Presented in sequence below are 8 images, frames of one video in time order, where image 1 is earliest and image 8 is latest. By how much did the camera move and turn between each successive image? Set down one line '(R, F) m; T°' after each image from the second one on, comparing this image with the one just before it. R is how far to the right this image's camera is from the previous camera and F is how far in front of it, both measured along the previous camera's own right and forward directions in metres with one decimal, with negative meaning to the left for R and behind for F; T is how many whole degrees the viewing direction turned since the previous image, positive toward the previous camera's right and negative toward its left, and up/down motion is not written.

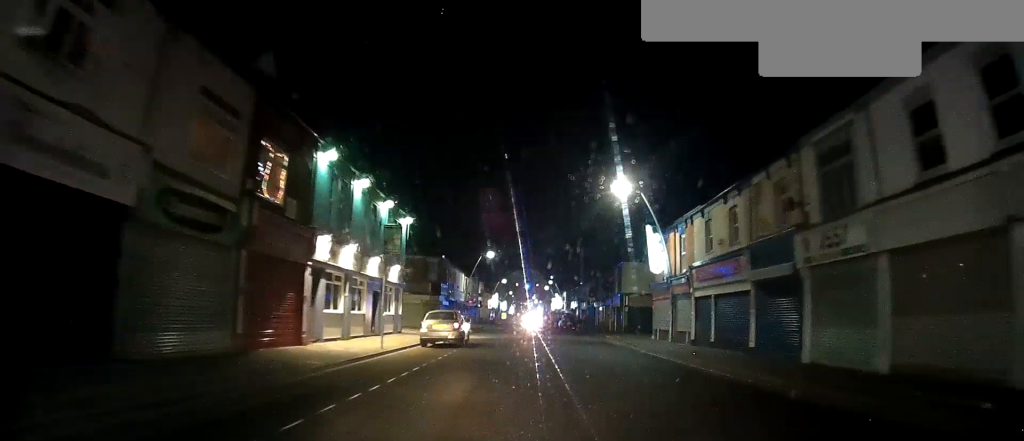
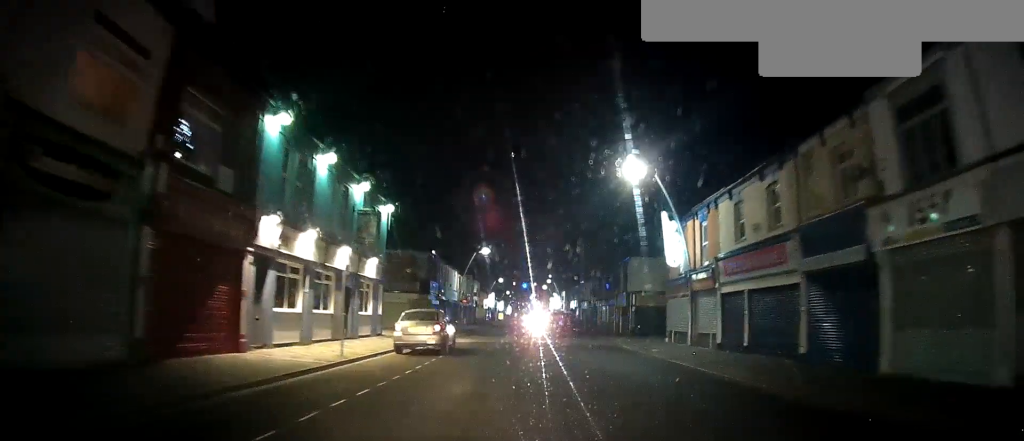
(+0.1, +4.8) m; 0°
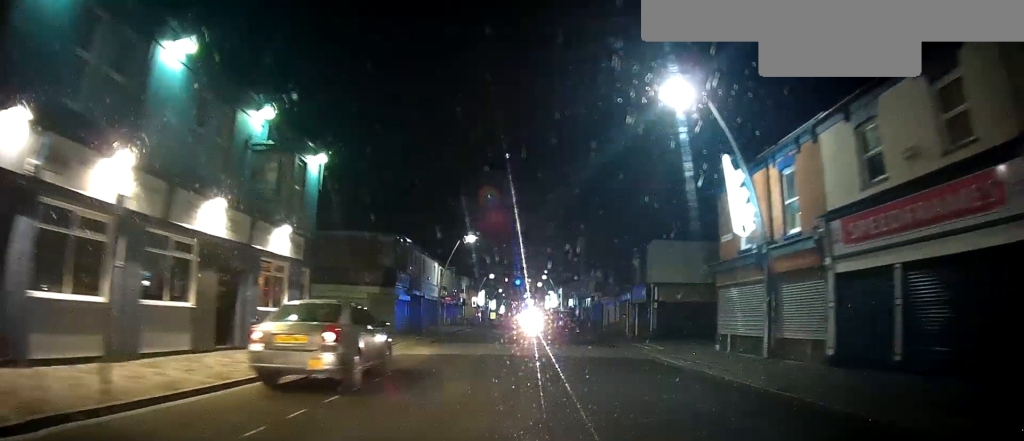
(+0.1, +11.7) m; 0°
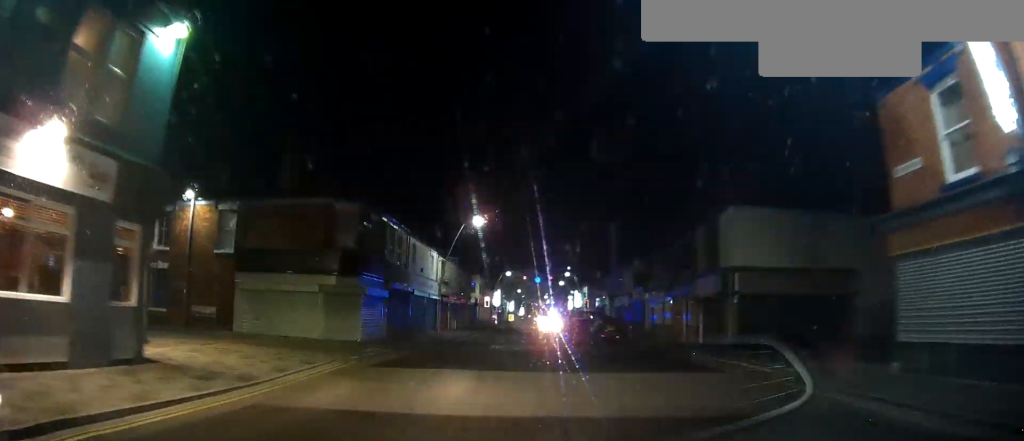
(-0.1, +14.1) m; -1°
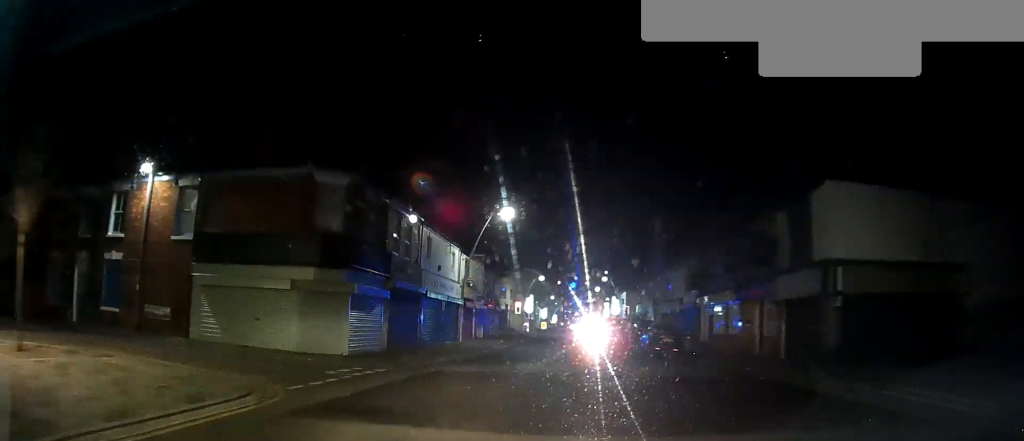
(0.0, +8.1) m; -2°
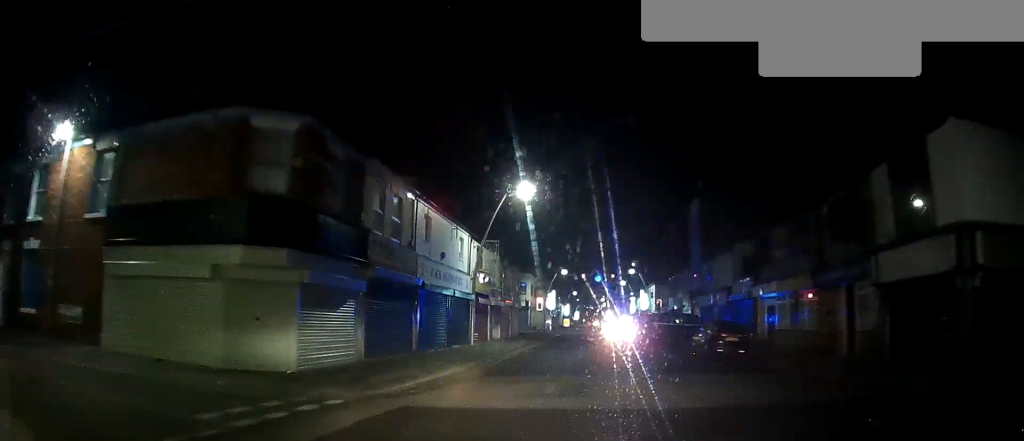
(-0.1, +8.0) m; -2°
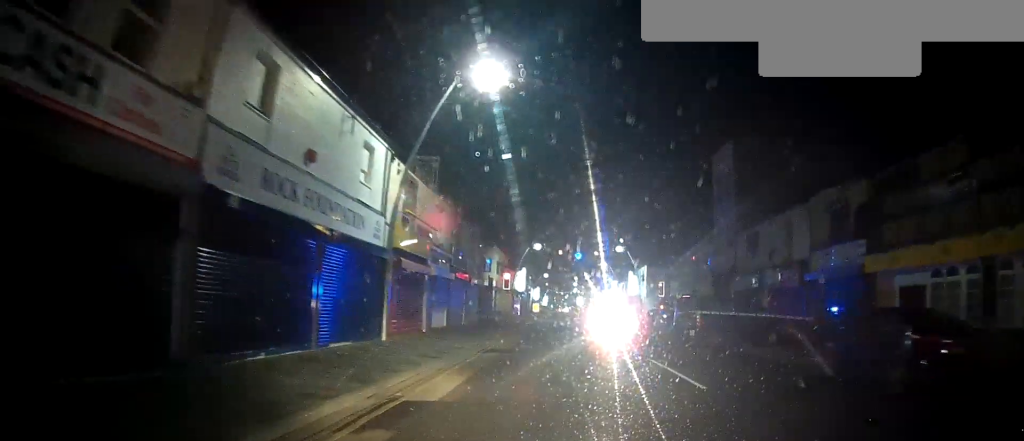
(-0.4, +17.7) m; +1°
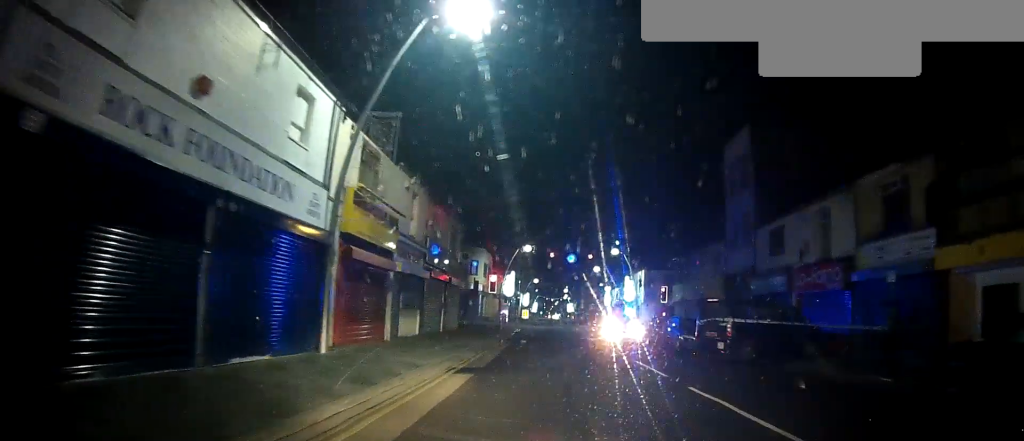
(+0.1, +5.5) m; +1°
